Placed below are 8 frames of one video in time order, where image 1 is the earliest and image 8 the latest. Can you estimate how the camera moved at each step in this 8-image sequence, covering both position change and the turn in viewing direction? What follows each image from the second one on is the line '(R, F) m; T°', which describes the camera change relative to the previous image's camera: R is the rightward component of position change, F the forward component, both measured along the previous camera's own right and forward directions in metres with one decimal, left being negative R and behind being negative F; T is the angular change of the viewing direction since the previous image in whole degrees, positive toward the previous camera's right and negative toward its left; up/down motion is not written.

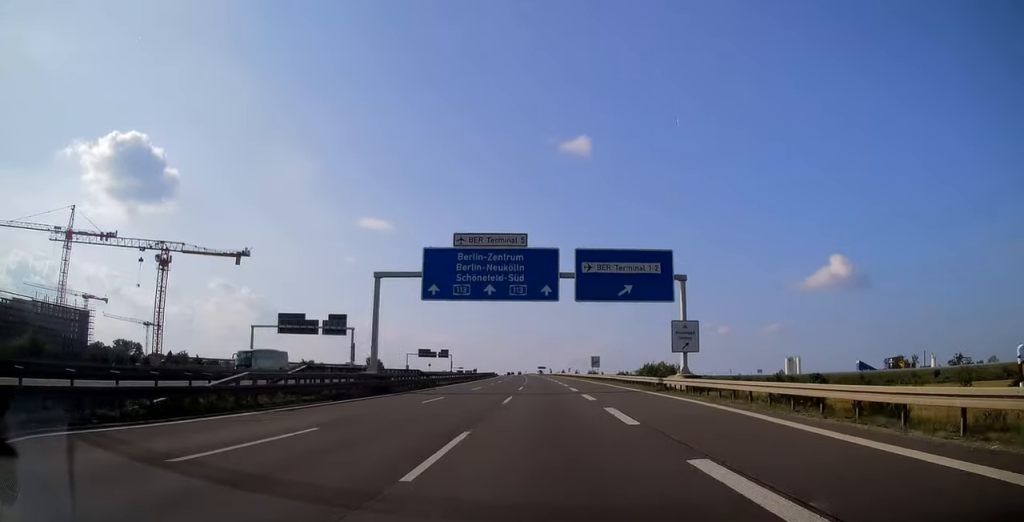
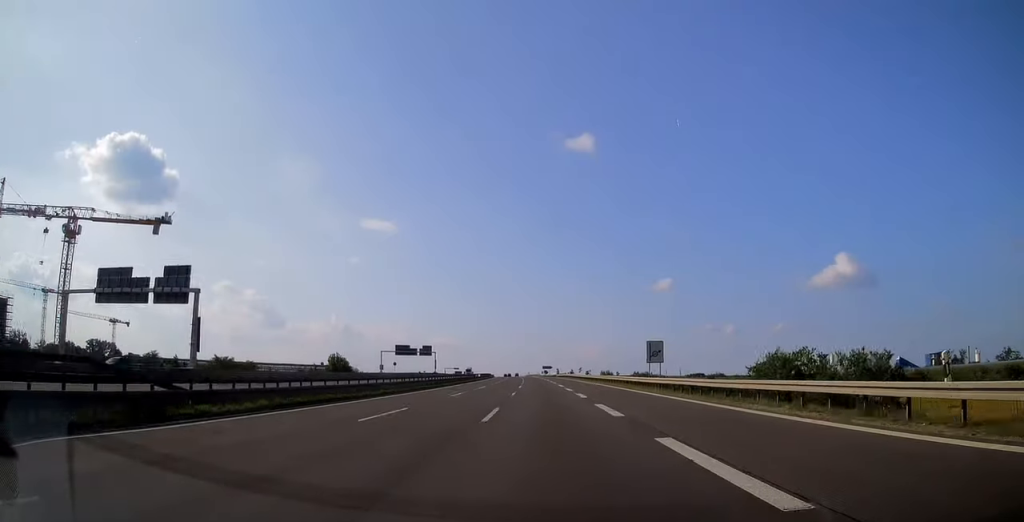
(-0.3, +44.7) m; -1°
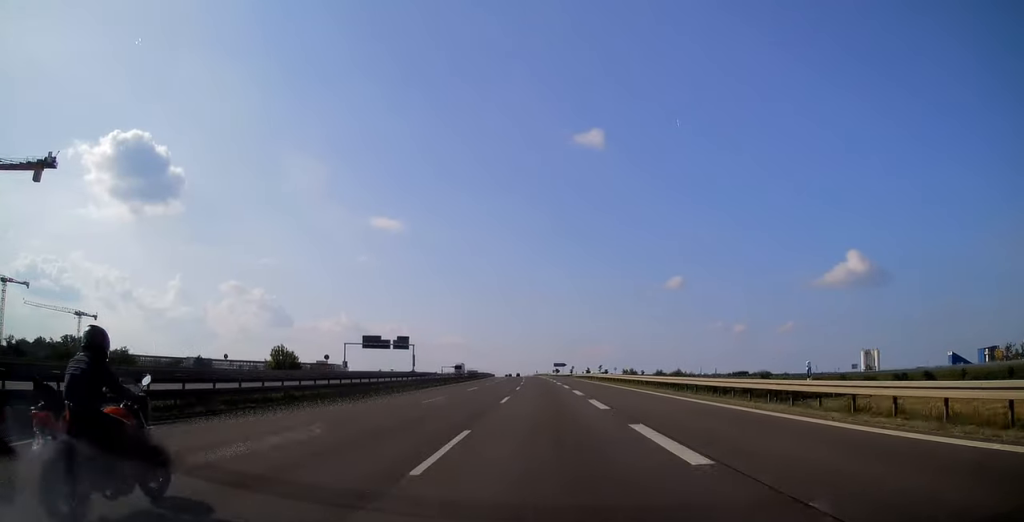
(-0.3, +45.5) m; -1°
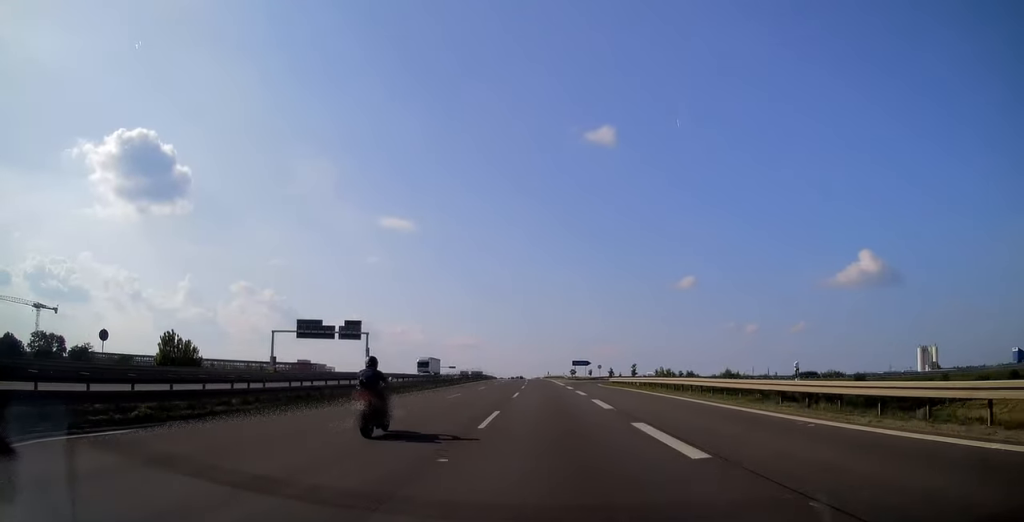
(-0.5, +47.1) m; -1°
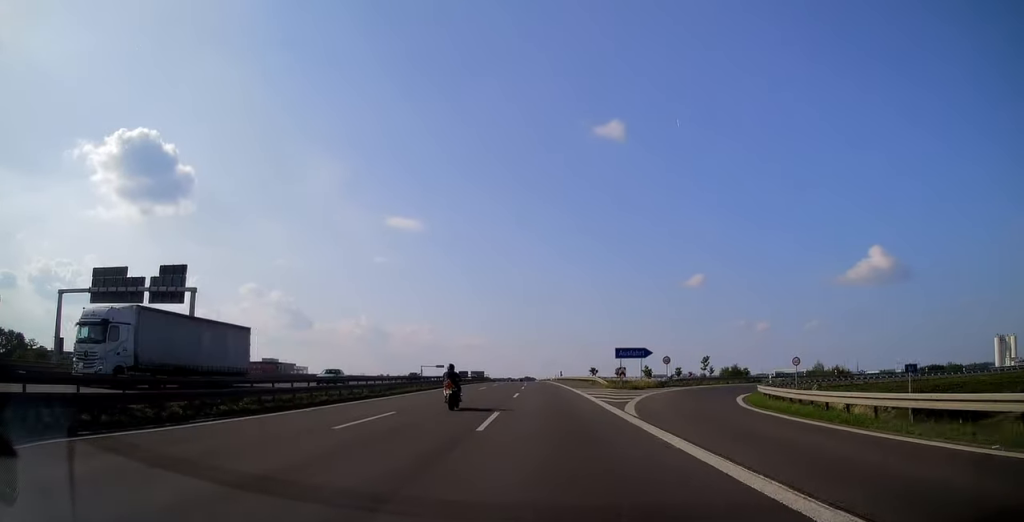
(-0.3, +55.3) m; -1°
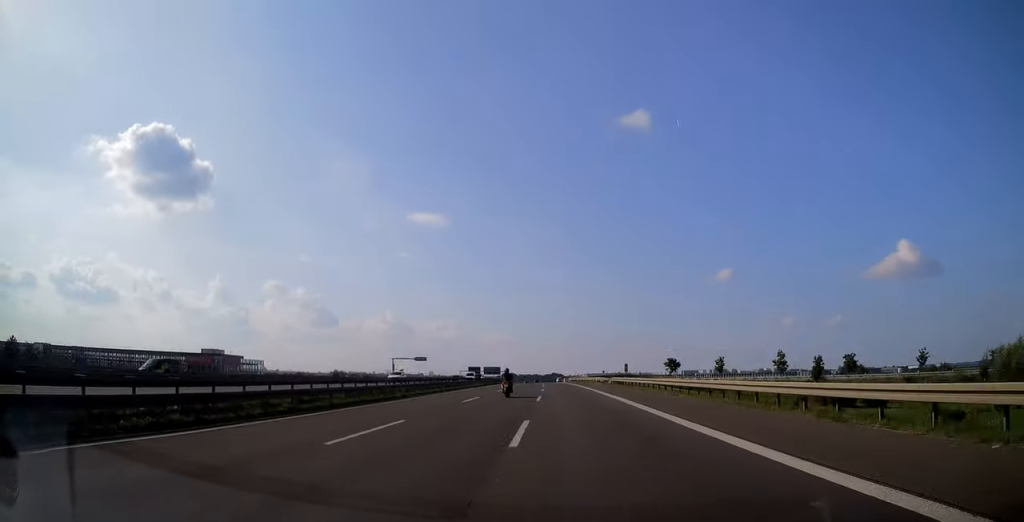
(-1.6, +74.9) m; -2°
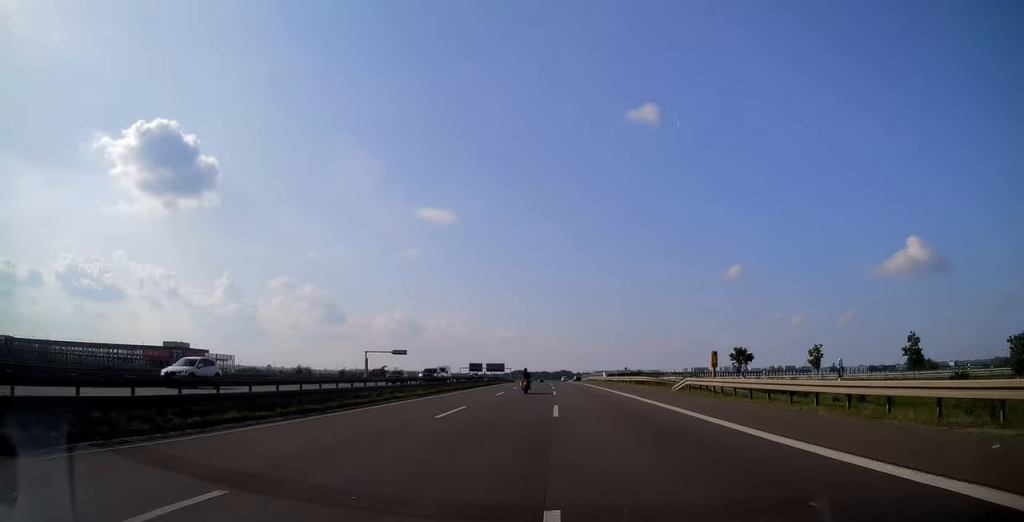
(-0.2, +29.1) m; -1°
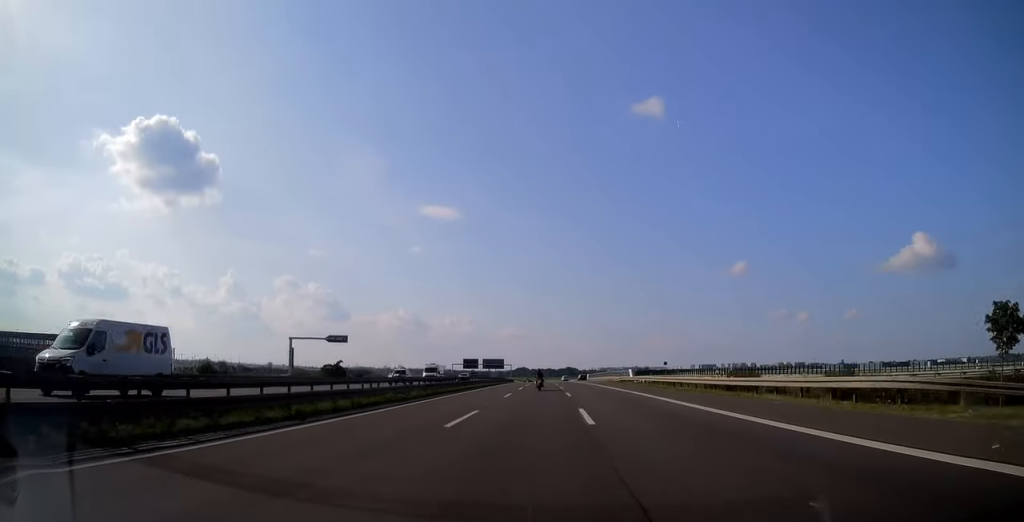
(-0.3, +38.4) m; -1°
